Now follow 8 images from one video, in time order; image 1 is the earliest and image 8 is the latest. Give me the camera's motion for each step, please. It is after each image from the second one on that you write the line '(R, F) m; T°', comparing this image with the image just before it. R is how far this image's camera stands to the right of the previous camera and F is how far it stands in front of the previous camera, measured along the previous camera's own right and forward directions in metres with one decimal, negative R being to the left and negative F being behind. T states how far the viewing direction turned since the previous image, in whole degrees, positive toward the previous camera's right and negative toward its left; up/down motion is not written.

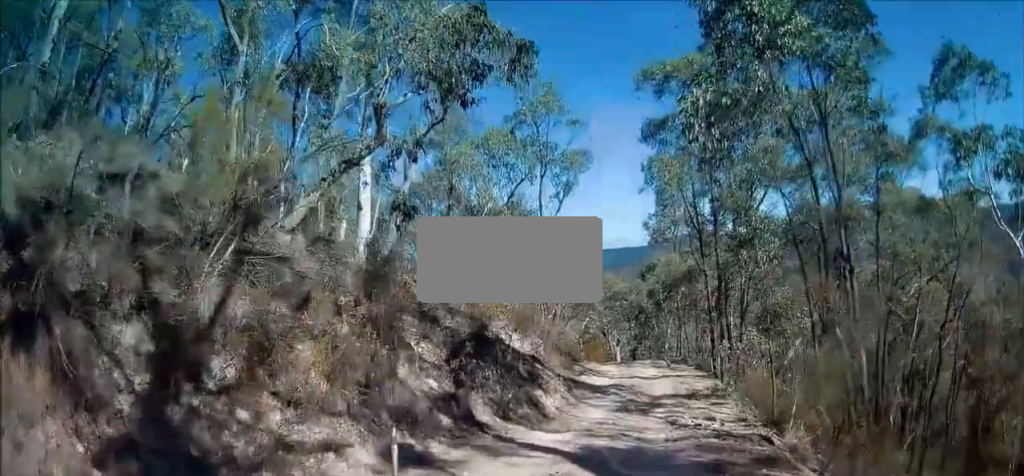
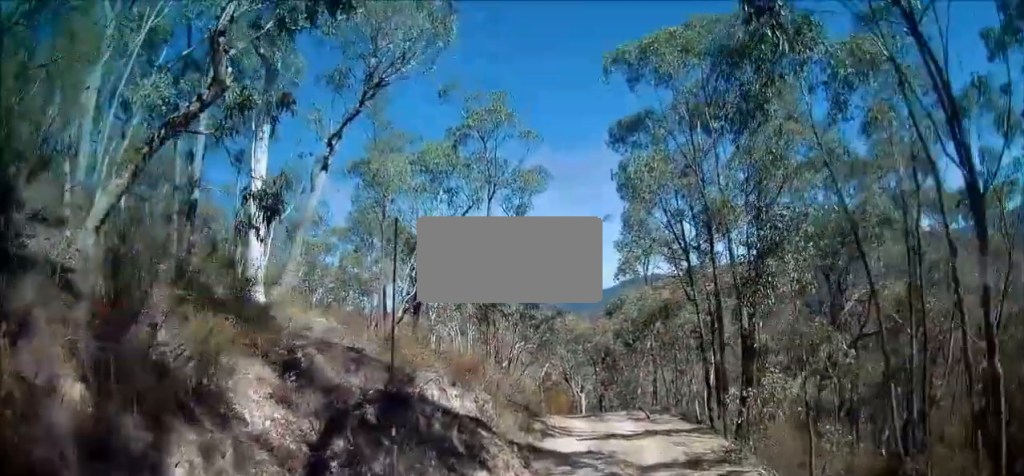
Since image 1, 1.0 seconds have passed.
(0.0, +4.6) m; +3°
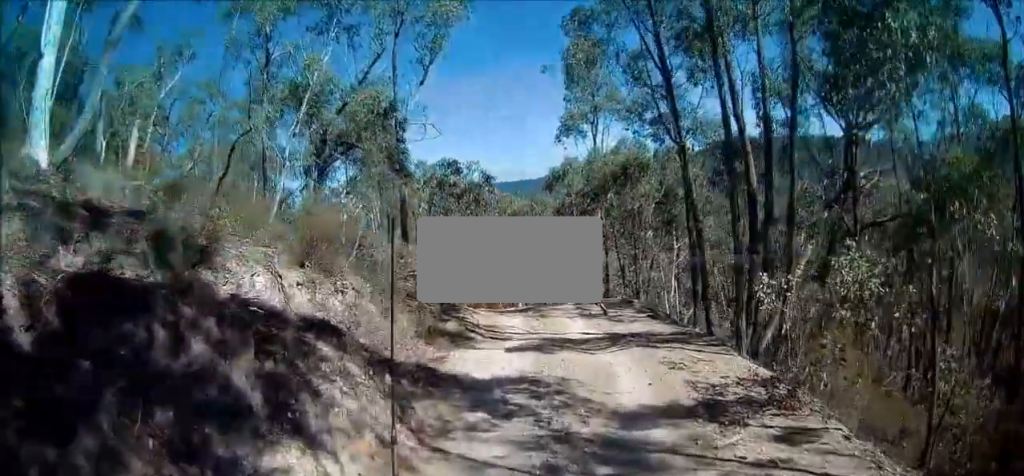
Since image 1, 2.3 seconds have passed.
(+0.1, +5.6) m; +6°
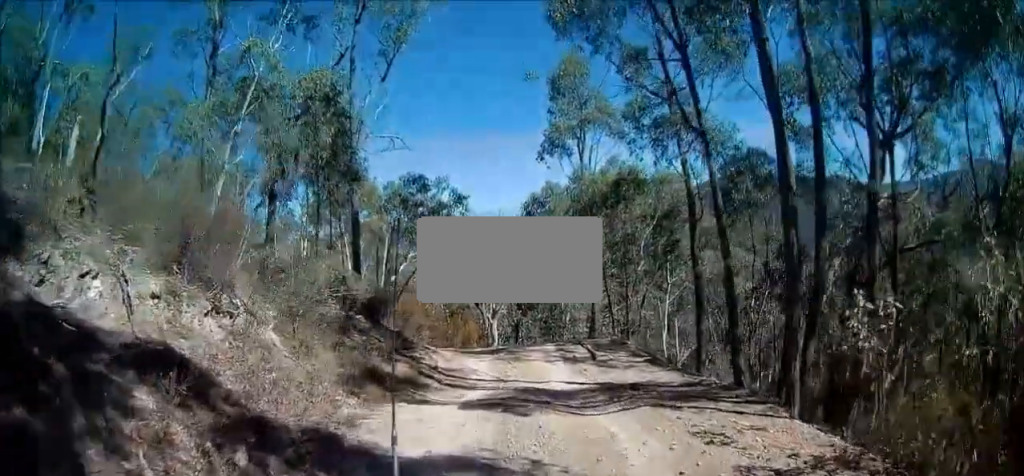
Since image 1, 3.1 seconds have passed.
(+0.3, +2.8) m; +5°
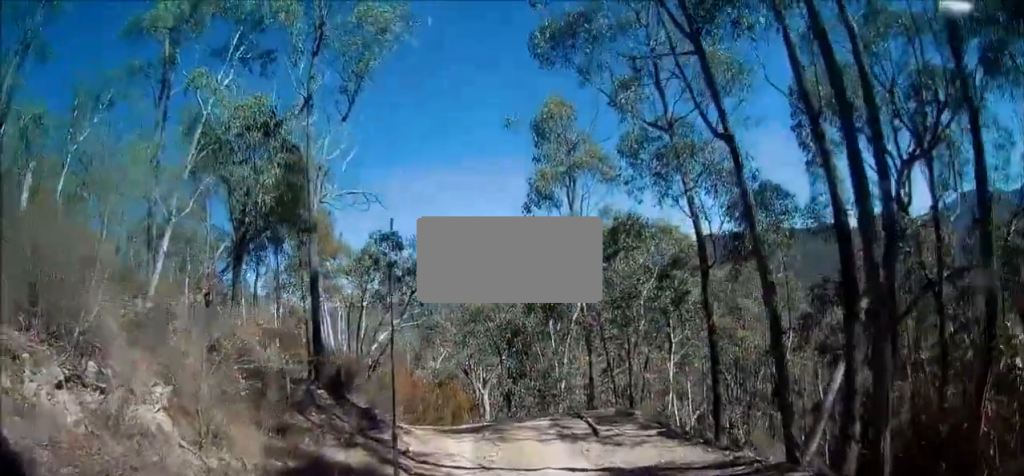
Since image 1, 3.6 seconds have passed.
(+0.2, +2.1) m; +4°
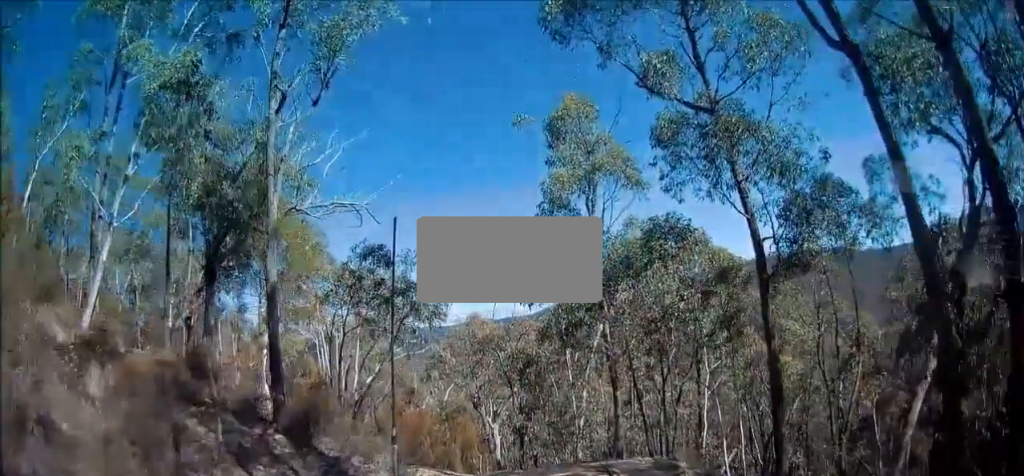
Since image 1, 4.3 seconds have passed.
(-0.1, +2.9) m; -6°
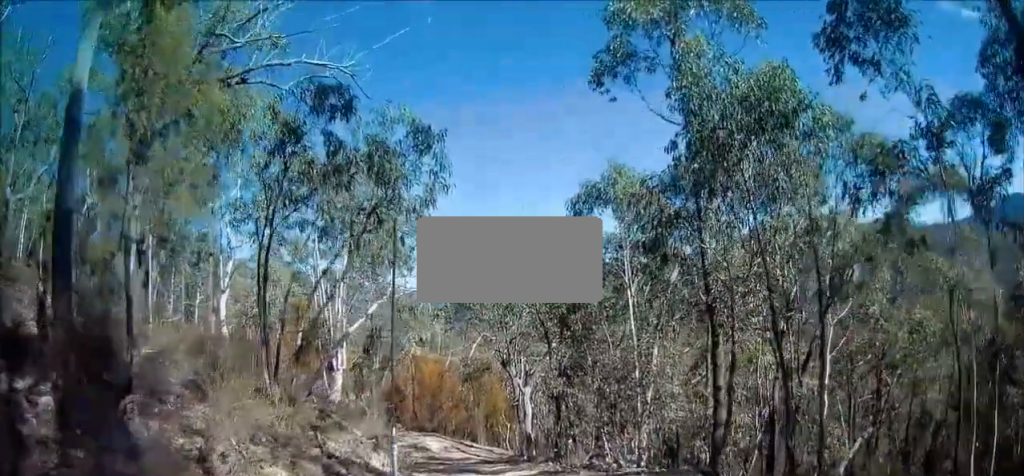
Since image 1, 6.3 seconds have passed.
(-0.2, +6.7) m; -3°
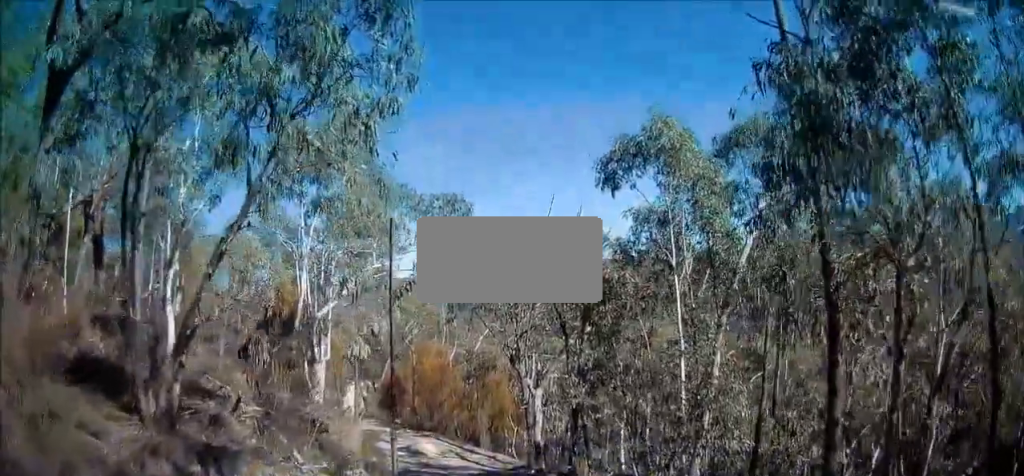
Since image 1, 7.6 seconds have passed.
(-0.5, +4.1) m; -9°
